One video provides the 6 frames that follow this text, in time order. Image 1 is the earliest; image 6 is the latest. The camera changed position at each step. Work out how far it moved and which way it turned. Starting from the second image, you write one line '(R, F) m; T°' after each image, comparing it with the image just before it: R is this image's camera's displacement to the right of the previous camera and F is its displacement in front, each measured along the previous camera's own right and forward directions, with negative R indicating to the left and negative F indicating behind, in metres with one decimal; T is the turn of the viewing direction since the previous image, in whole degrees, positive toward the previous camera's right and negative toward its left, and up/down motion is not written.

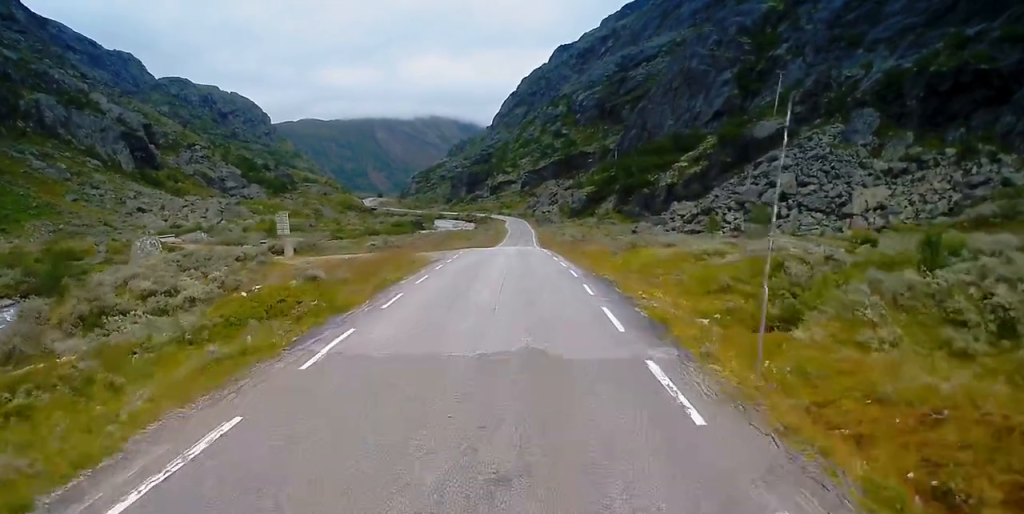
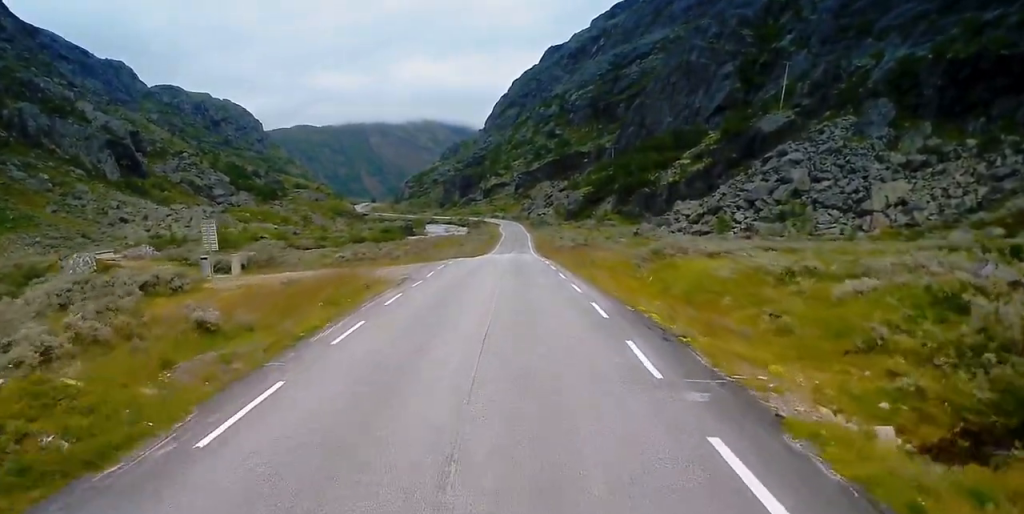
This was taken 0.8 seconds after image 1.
(0.0, +10.1) m; -1°
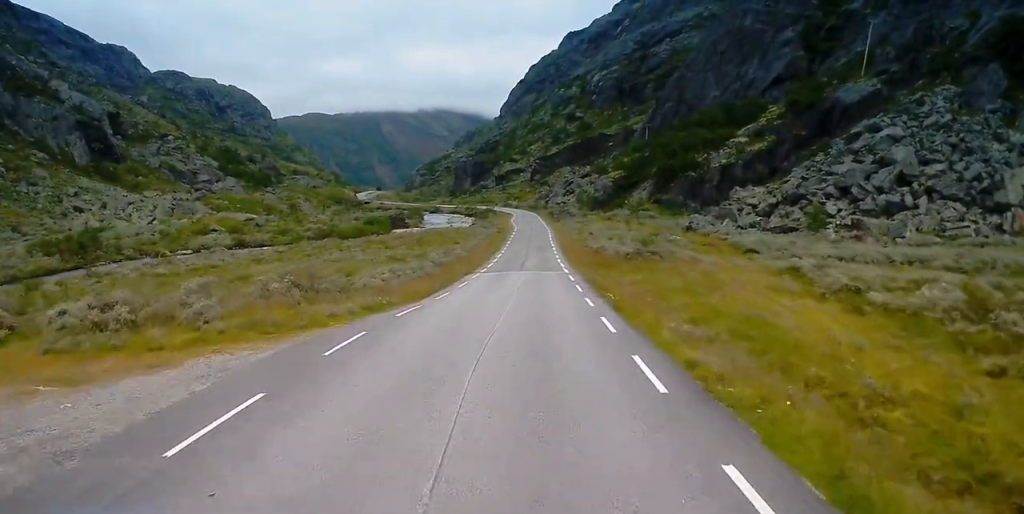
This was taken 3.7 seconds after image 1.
(-0.1, +36.5) m; +1°
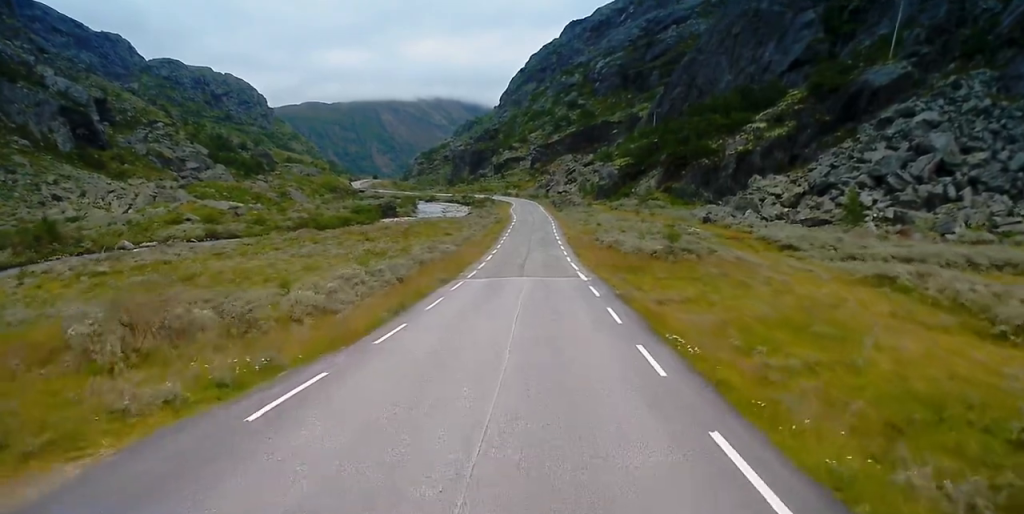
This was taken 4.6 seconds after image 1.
(+0.1, +11.0) m; +4°
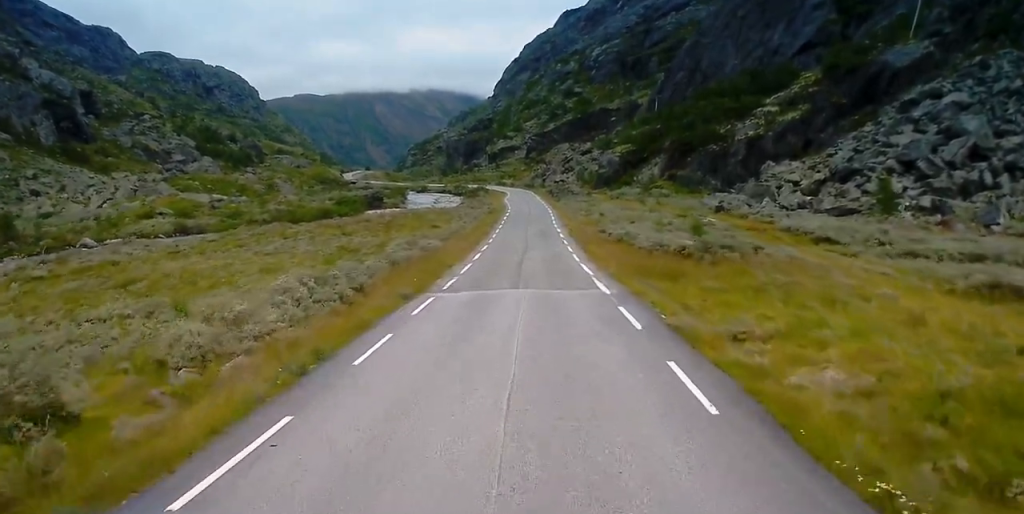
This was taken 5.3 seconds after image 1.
(+0.4, +8.3) m; +1°
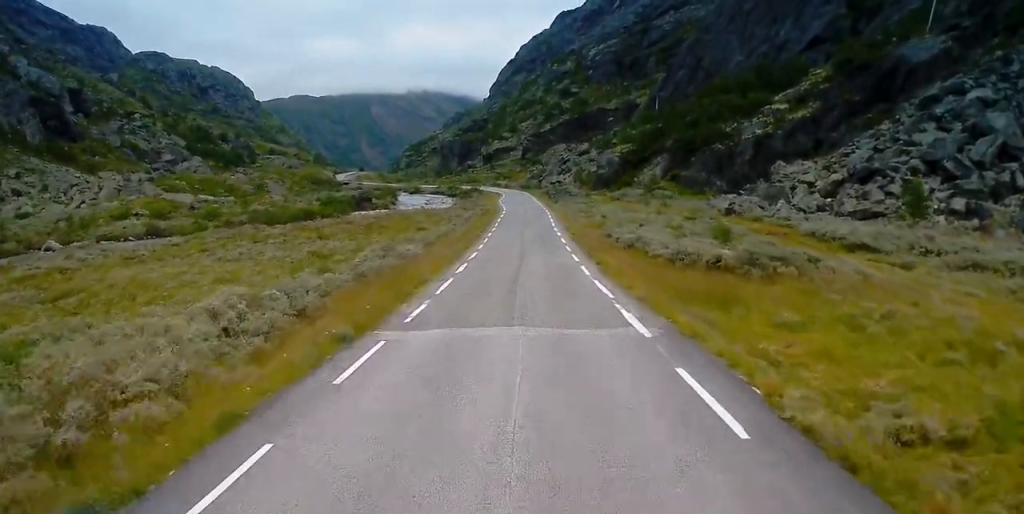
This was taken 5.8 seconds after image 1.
(+0.1, +6.7) m; 0°
